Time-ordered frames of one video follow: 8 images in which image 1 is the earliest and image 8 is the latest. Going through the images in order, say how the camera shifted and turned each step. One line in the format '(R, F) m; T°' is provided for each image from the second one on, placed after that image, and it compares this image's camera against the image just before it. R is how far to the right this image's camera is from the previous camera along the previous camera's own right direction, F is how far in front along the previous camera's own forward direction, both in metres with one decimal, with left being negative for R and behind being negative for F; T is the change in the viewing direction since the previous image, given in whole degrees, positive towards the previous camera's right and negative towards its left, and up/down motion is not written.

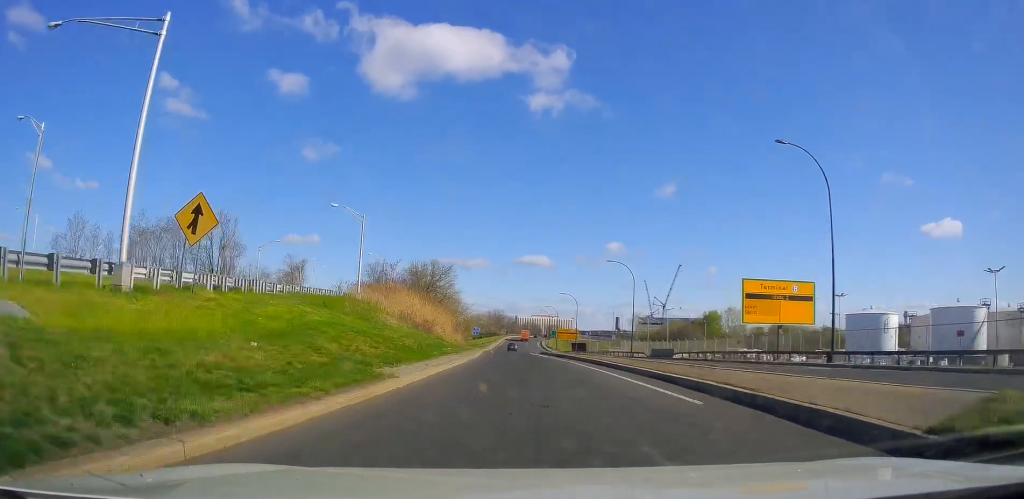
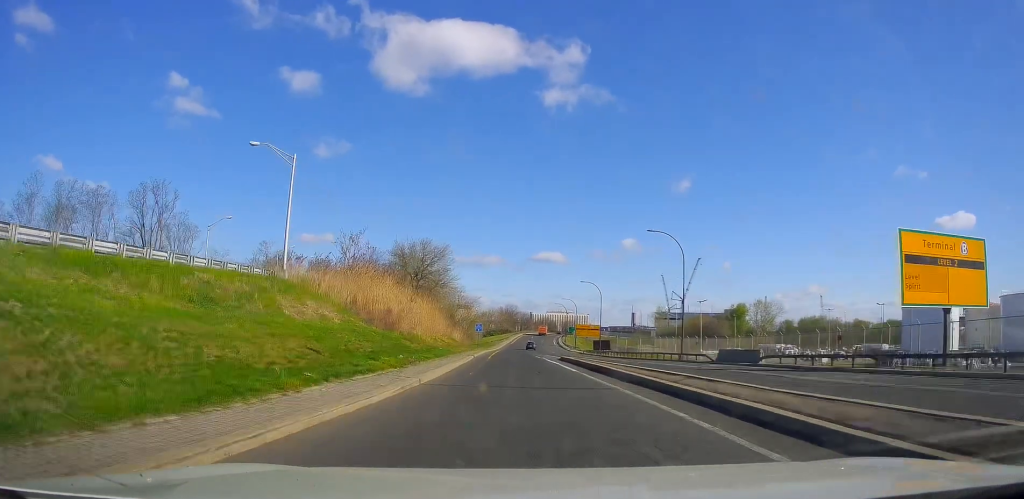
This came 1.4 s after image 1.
(-0.7, +18.1) m; -3°
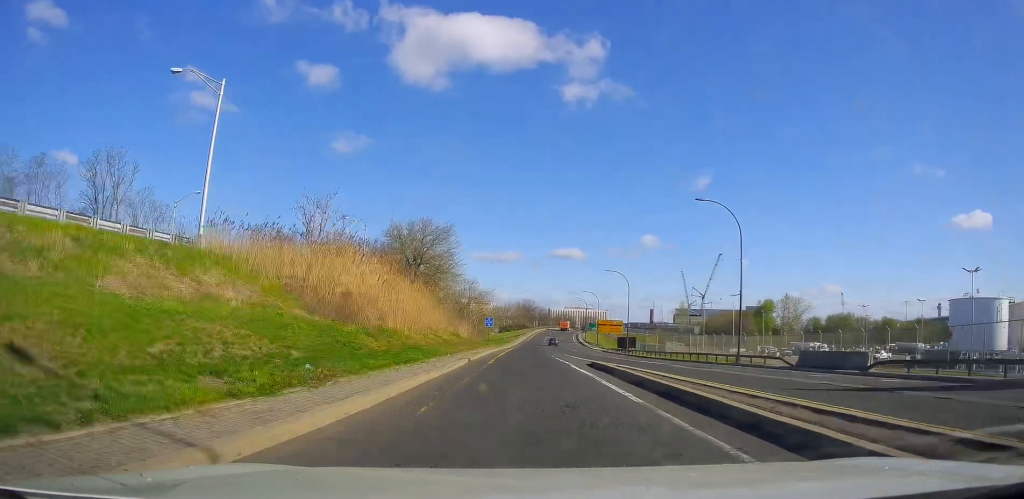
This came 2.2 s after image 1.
(0.0, +10.7) m; +1°
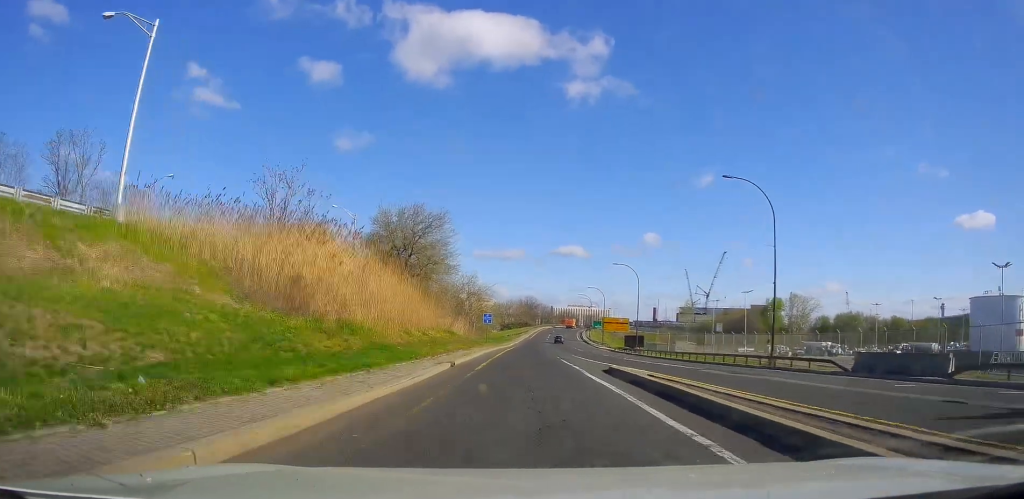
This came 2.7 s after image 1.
(0.0, +5.4) m; 0°
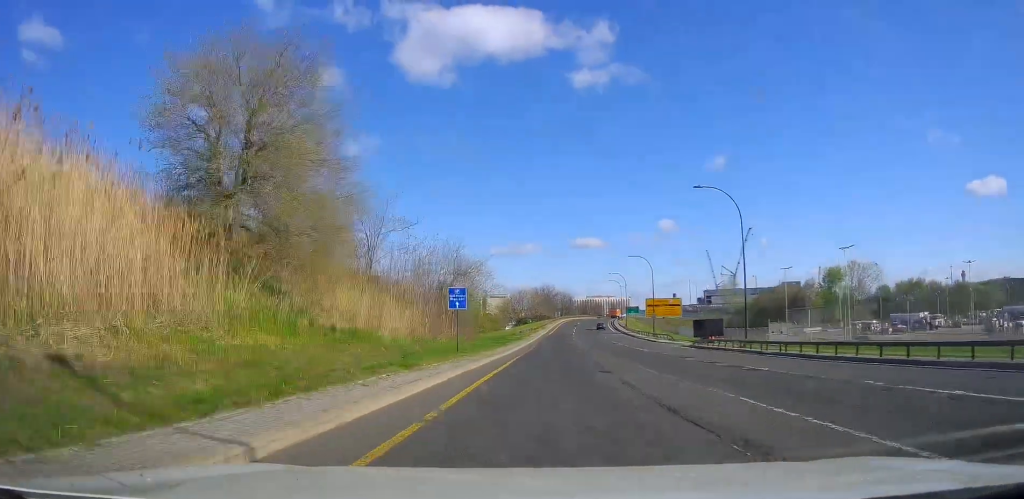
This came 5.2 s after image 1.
(-0.7, +34.4) m; -3°
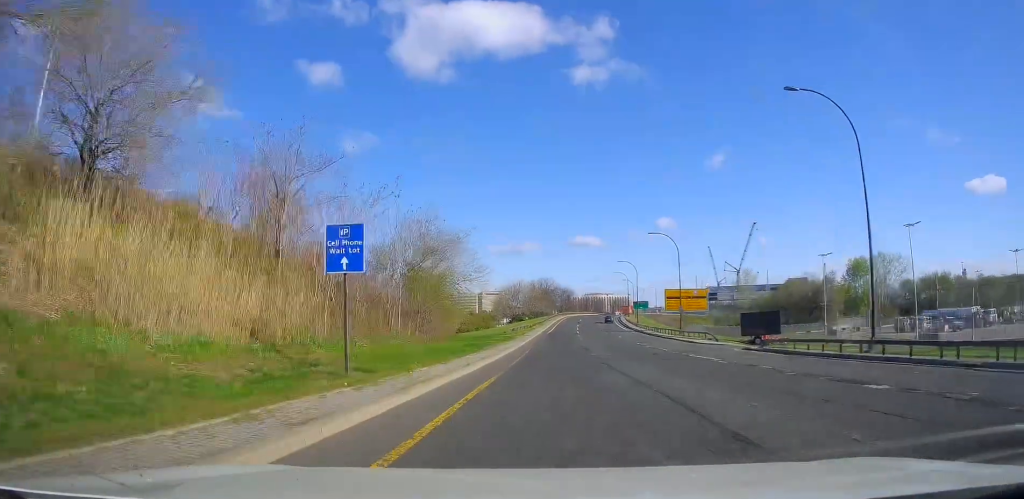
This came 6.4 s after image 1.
(+0.3, +16.7) m; +3°
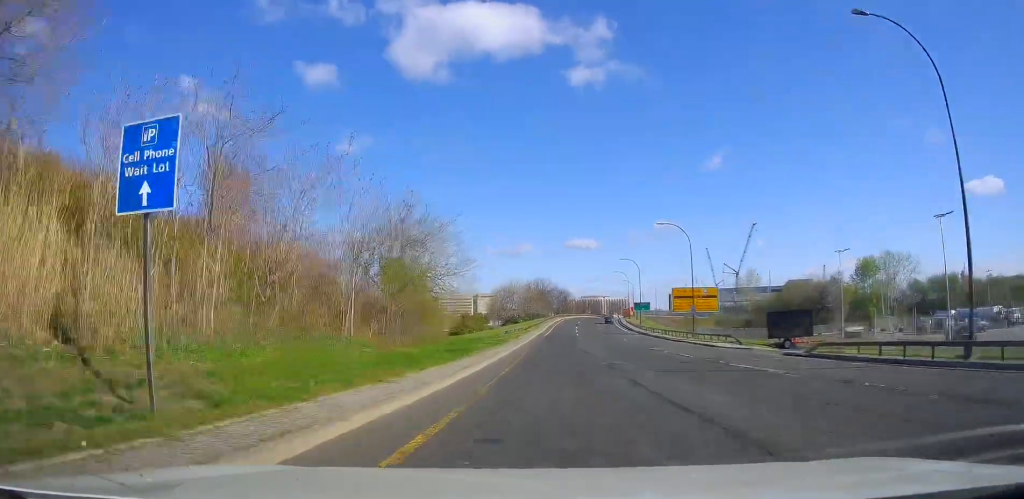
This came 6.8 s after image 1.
(+0.2, +6.7) m; 0°
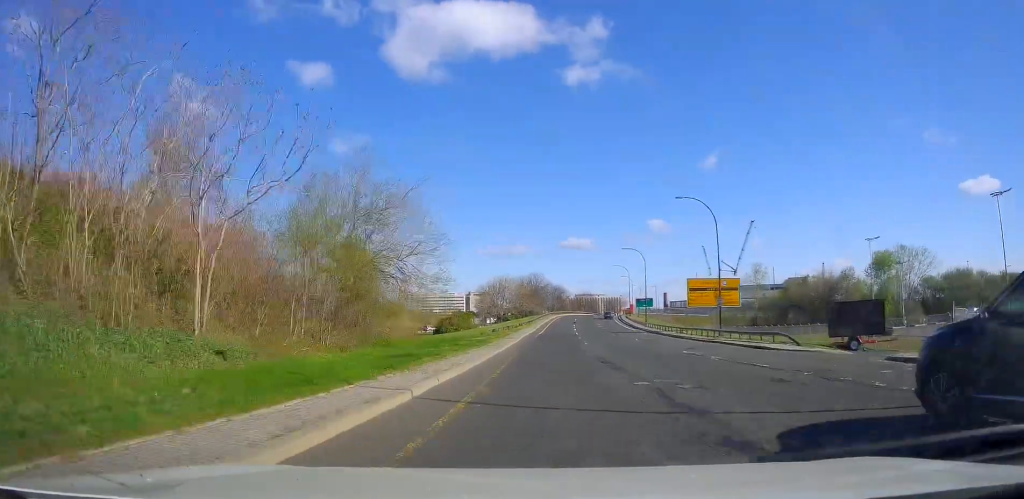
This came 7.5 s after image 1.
(+0.1, +10.5) m; 0°
